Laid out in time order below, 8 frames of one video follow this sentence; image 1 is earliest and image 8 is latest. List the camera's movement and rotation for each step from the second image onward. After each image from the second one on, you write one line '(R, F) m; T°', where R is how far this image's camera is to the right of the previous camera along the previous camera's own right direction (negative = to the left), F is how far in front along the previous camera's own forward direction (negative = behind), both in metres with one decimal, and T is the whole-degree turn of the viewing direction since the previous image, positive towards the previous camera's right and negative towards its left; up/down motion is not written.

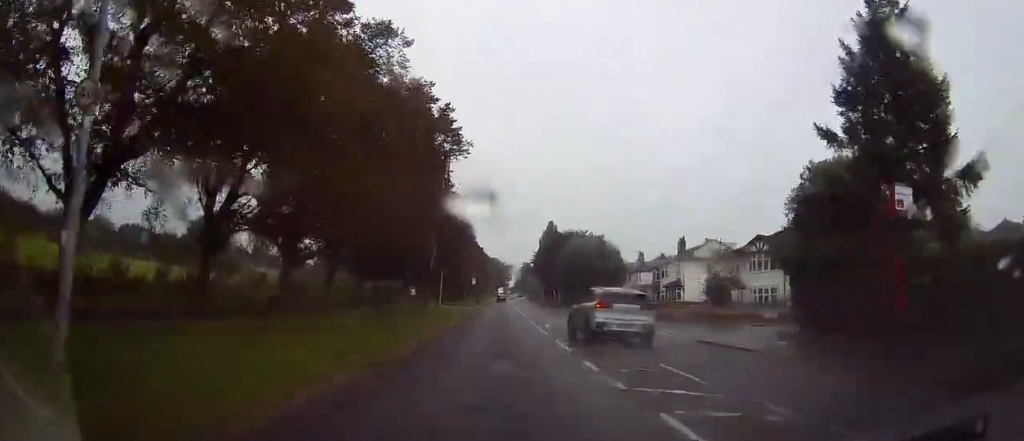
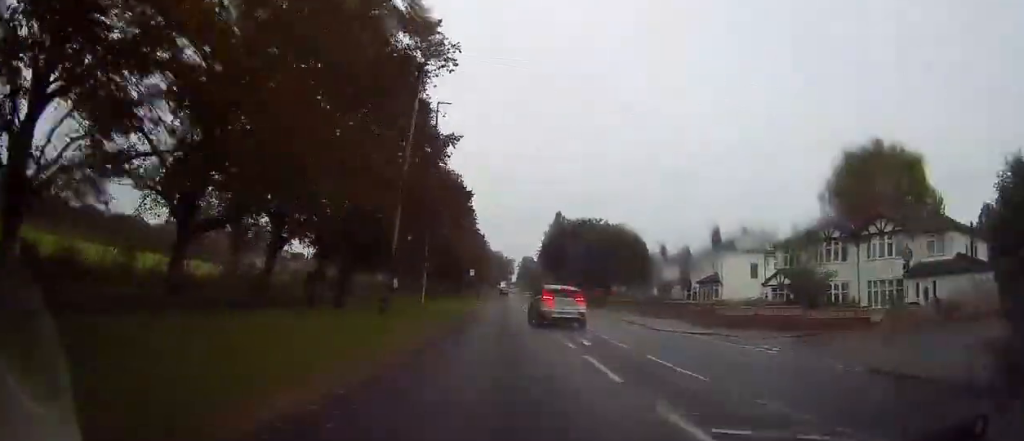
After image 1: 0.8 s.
(0.0, +11.8) m; -1°
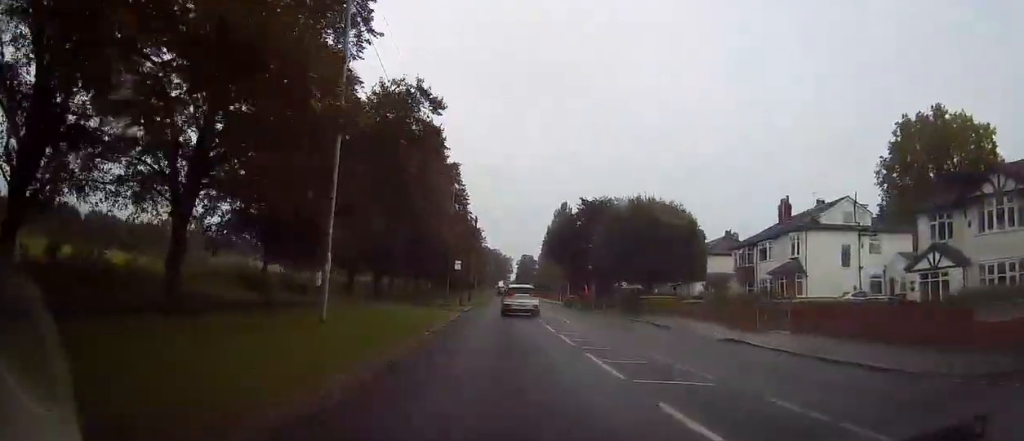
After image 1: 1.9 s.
(-0.2, +18.3) m; -1°
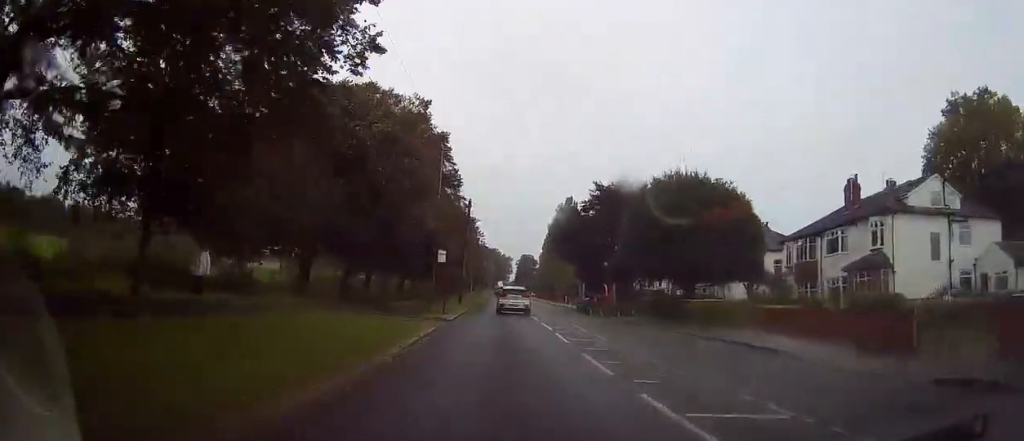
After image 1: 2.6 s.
(0.0, +11.1) m; 0°
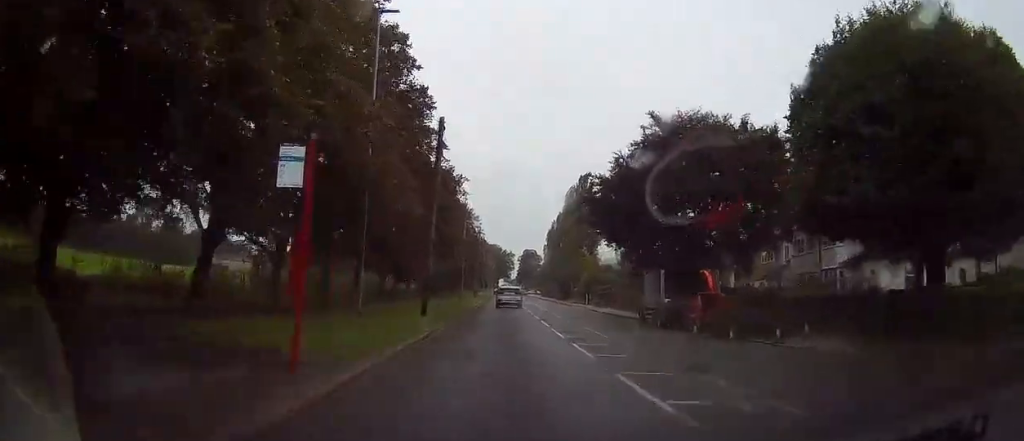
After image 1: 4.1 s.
(+0.3, +22.9) m; +1°
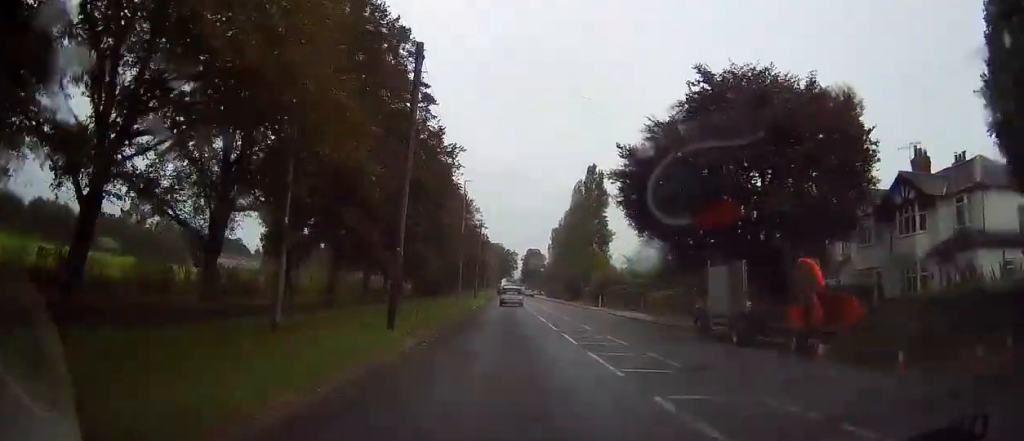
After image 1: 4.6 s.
(+0.2, +8.2) m; -1°
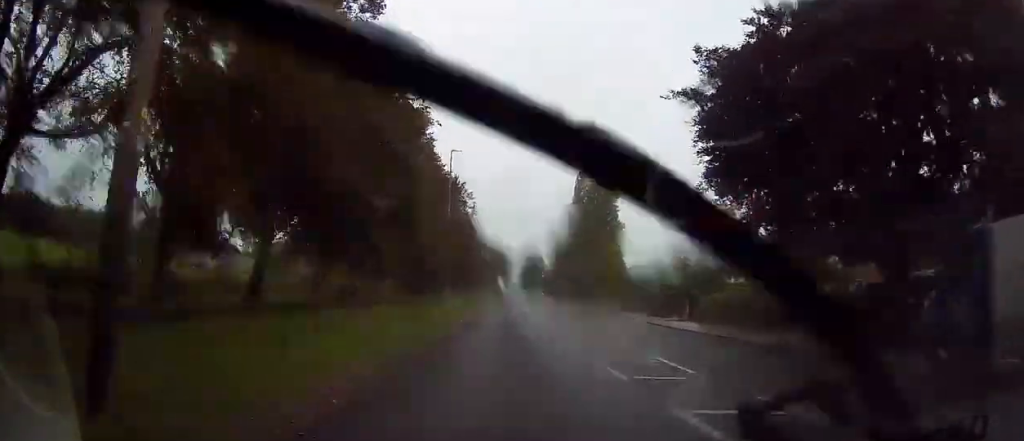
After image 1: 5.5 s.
(-0.3, +12.7) m; -1°
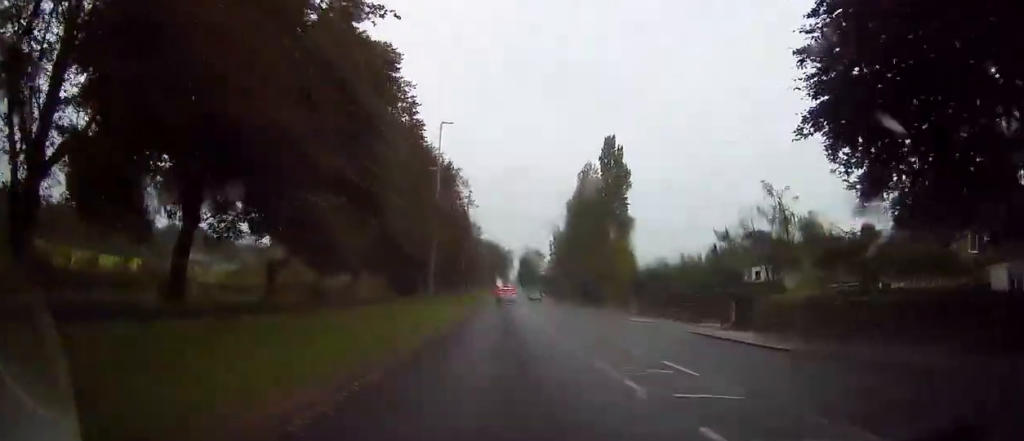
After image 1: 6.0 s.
(-0.2, +7.6) m; 0°
